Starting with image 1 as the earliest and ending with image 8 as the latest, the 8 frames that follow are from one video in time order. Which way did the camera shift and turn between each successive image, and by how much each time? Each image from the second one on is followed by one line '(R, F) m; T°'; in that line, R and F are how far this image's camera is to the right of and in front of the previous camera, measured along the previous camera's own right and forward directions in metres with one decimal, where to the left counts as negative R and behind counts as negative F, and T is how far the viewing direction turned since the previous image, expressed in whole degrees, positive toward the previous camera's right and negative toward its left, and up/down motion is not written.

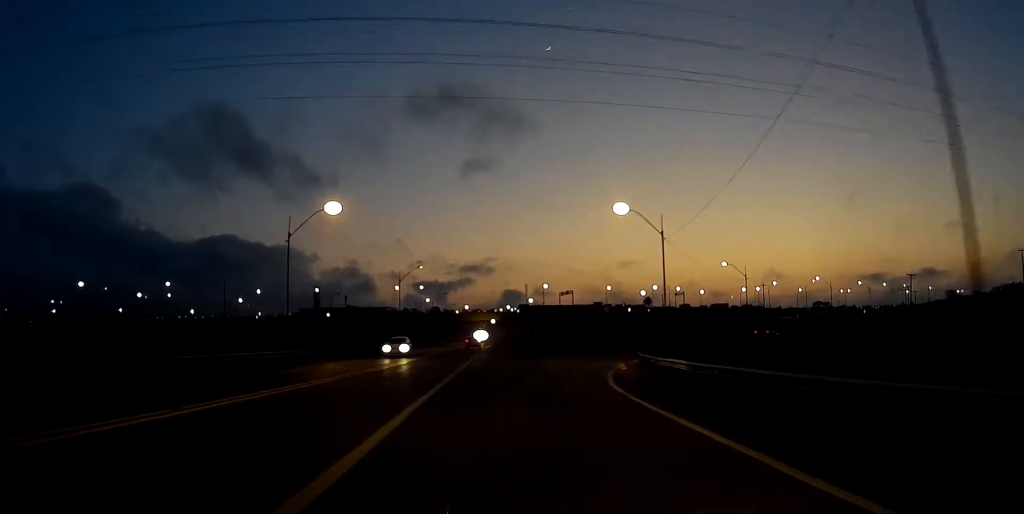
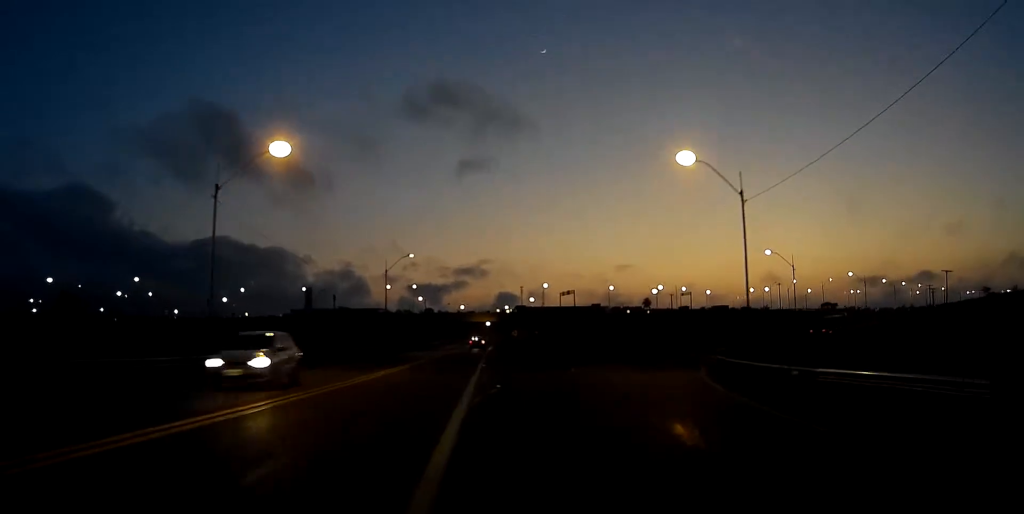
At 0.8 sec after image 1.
(0.0, +14.5) m; +1°
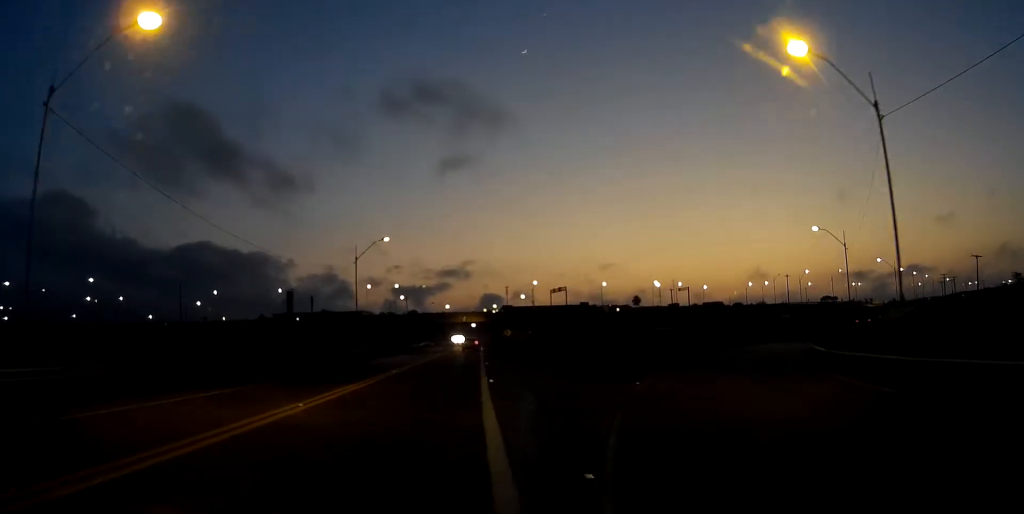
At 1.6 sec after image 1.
(+0.1, +13.9) m; +1°
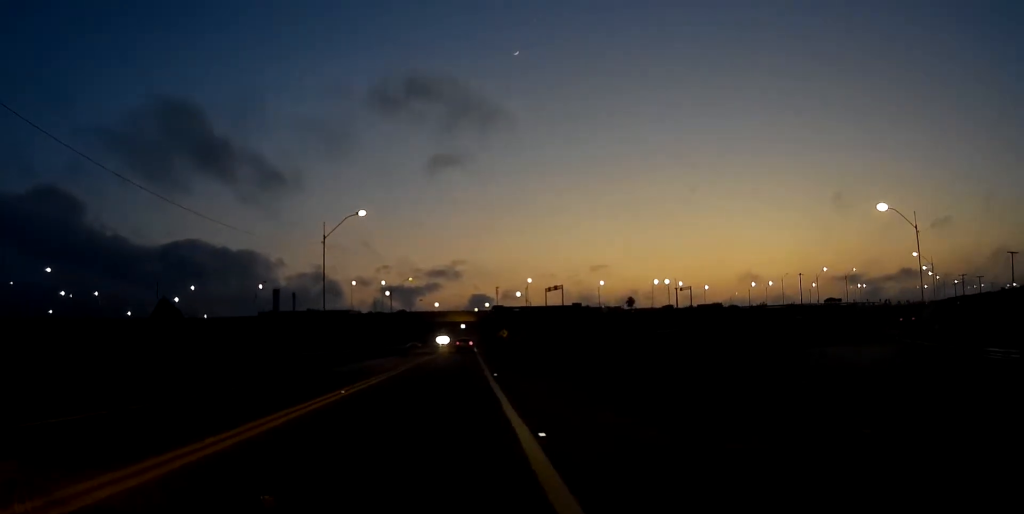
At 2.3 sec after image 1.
(+0.1, +12.8) m; +1°
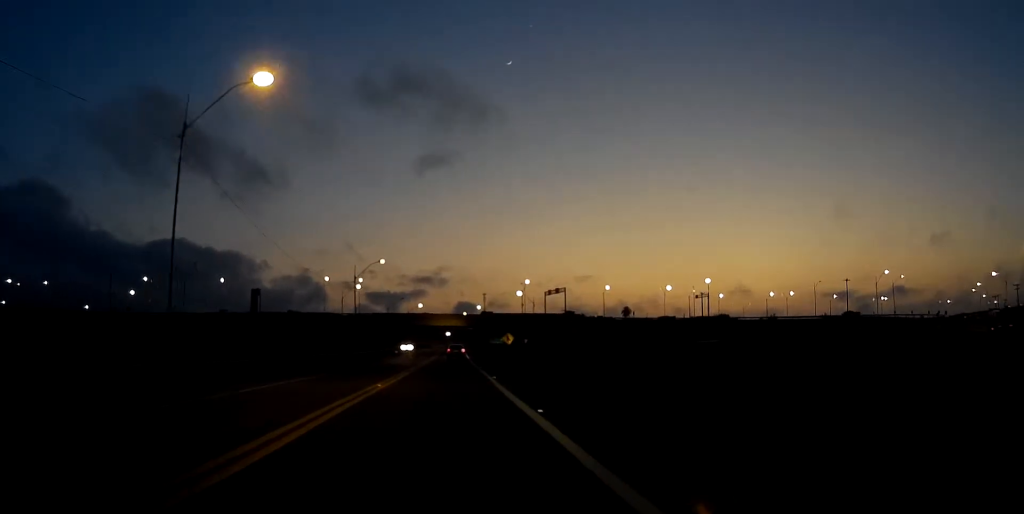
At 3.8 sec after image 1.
(+0.5, +28.2) m; +2°
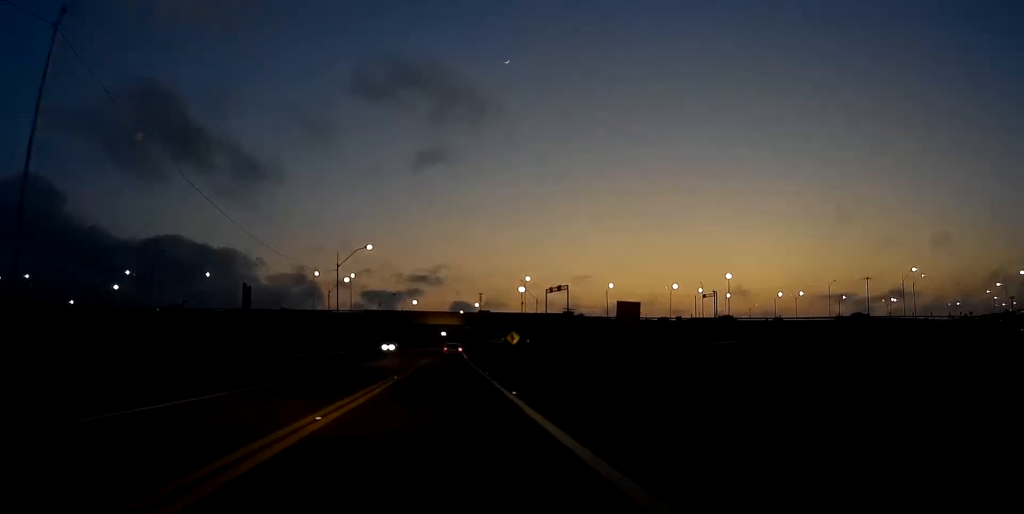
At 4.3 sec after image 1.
(0.0, +9.8) m; 0°
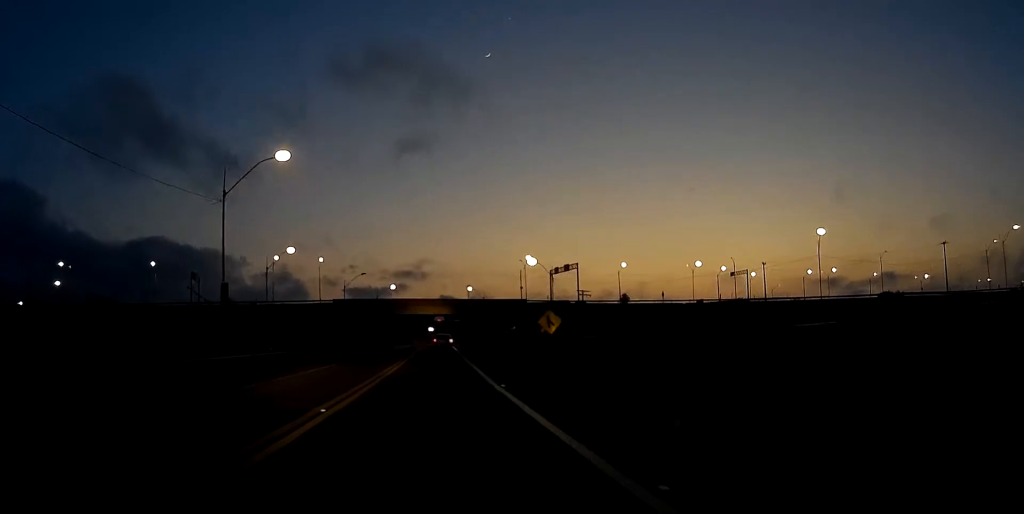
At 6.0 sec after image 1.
(+0.3, +30.2) m; +1°
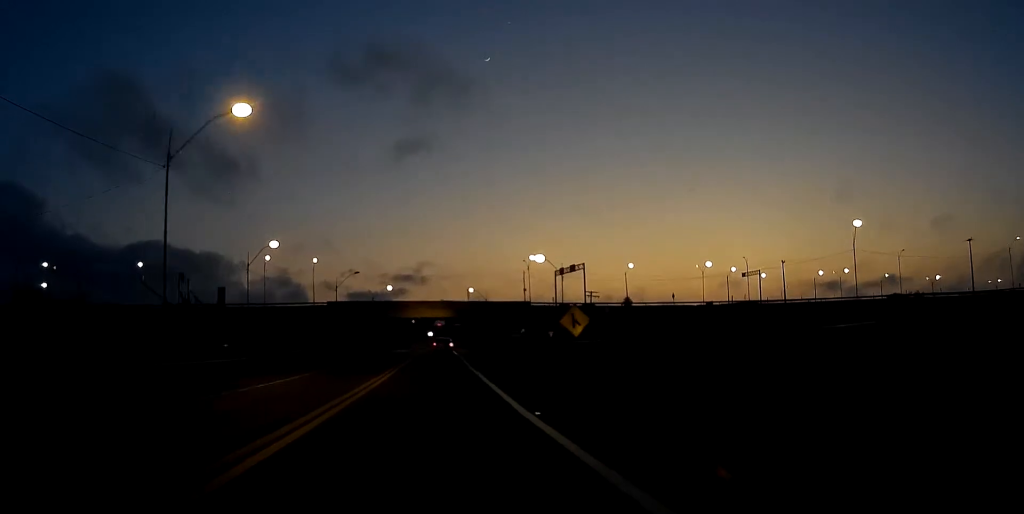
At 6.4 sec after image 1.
(0.0, +7.4) m; 0°
